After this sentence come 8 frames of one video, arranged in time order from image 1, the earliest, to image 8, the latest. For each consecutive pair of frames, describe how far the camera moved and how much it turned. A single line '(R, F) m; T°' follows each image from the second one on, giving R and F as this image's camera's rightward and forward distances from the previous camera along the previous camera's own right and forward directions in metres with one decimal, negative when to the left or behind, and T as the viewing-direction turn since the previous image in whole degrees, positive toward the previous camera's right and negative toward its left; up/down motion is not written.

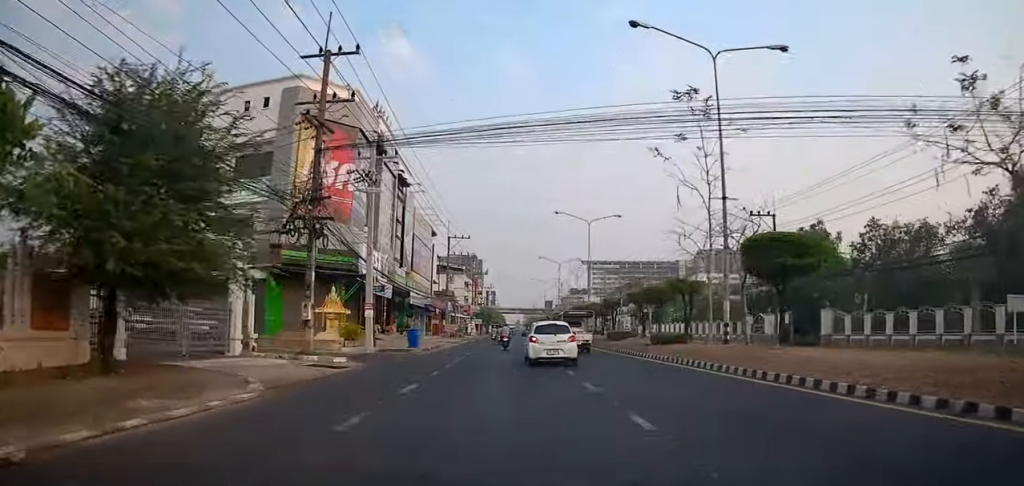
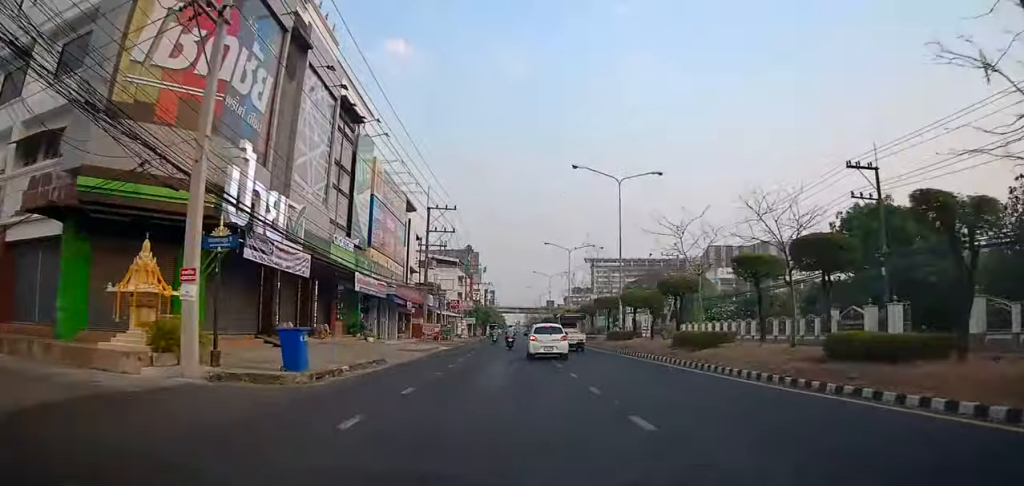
(+0.7, +16.3) m; 0°
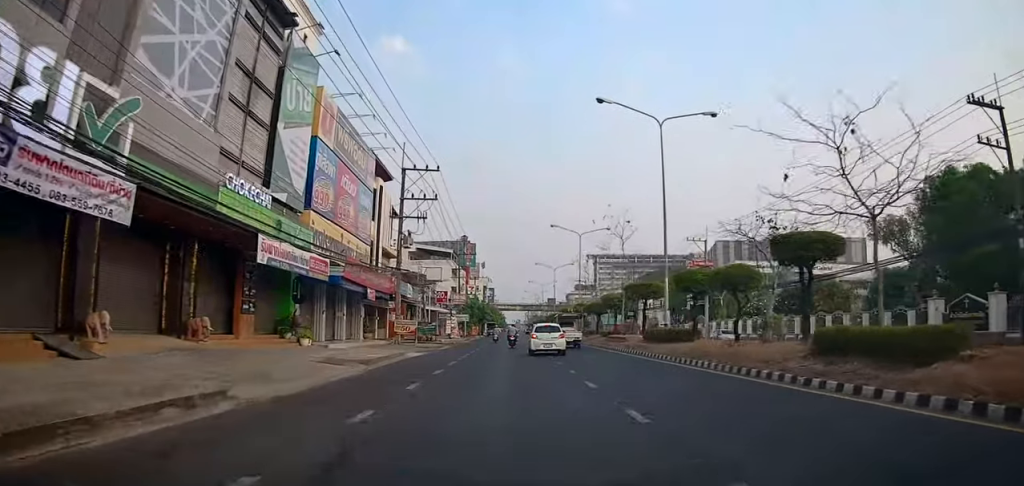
(-0.6, +11.8) m; 0°
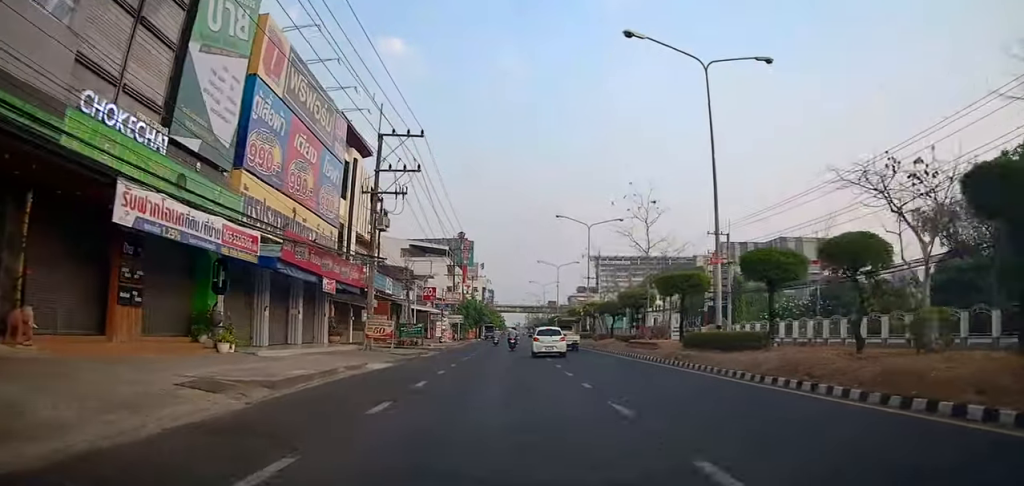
(+0.4, +7.3) m; 0°
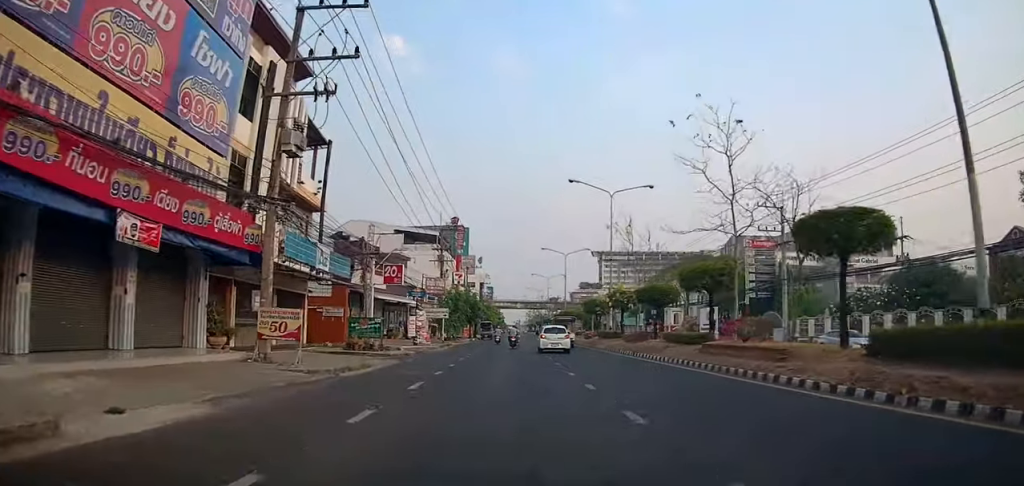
(0.0, +13.0) m; 0°
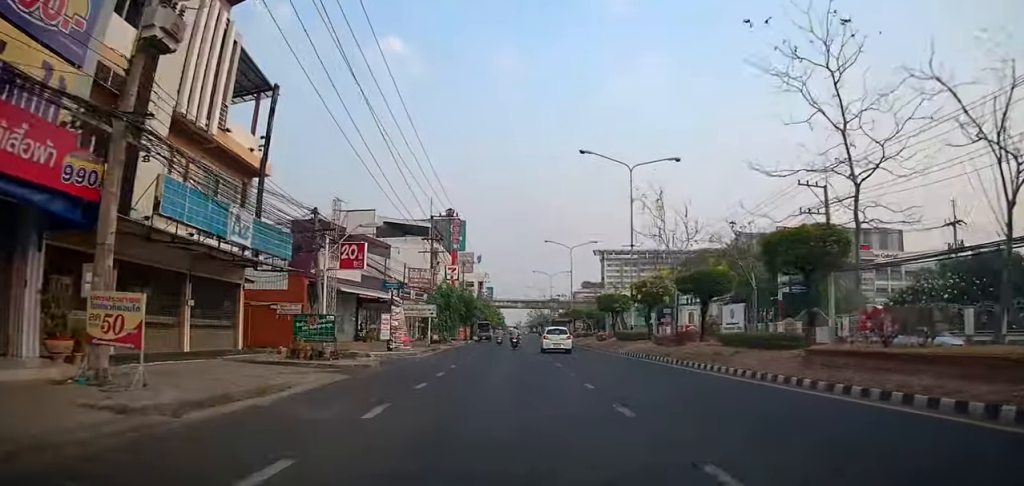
(-0.5, +7.6) m; 0°
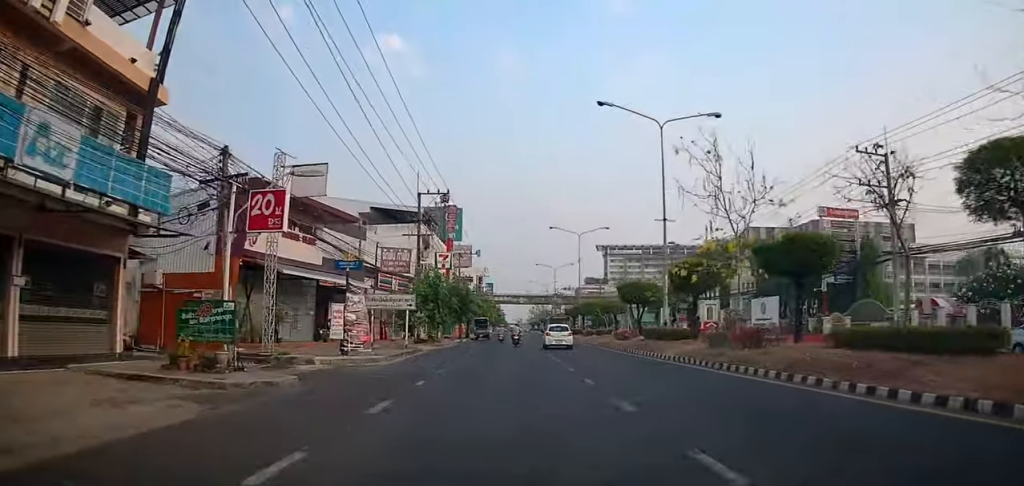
(+0.4, +7.8) m; 0°
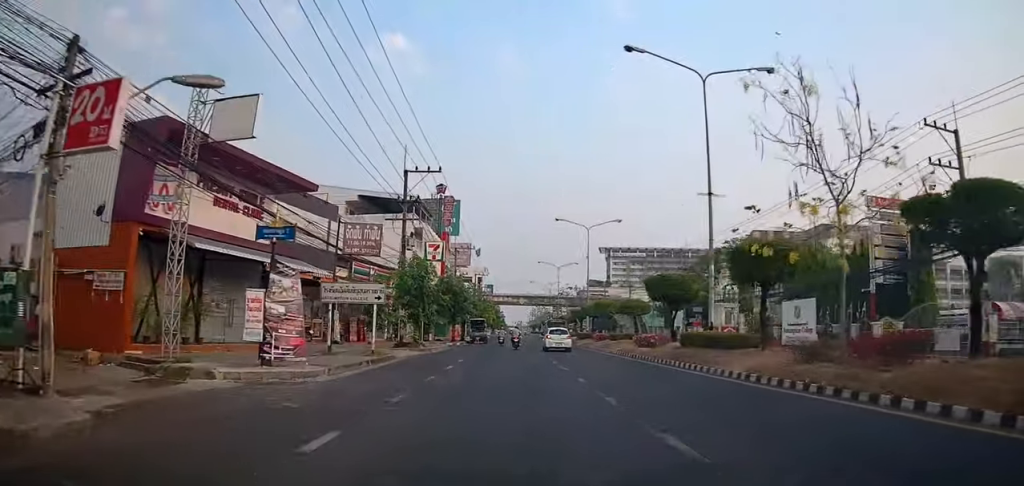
(+0.4, +6.6) m; 0°
